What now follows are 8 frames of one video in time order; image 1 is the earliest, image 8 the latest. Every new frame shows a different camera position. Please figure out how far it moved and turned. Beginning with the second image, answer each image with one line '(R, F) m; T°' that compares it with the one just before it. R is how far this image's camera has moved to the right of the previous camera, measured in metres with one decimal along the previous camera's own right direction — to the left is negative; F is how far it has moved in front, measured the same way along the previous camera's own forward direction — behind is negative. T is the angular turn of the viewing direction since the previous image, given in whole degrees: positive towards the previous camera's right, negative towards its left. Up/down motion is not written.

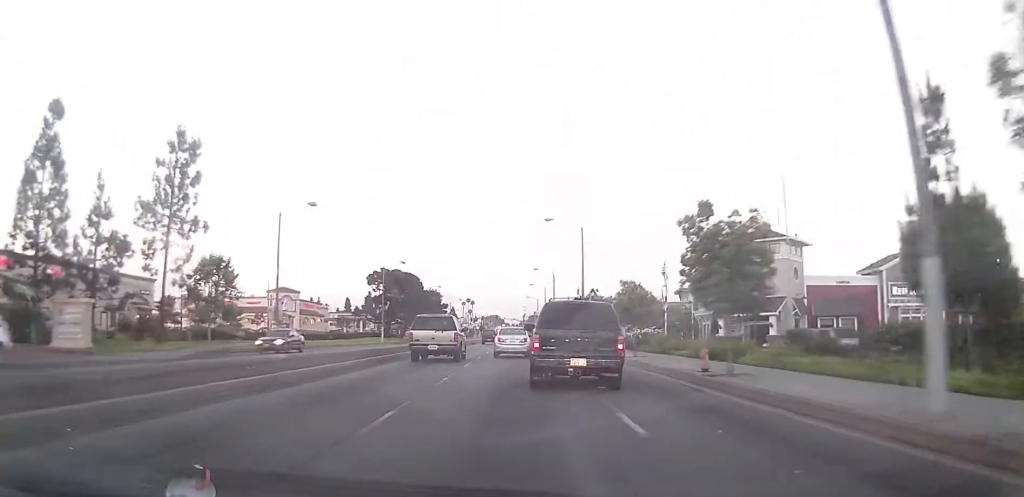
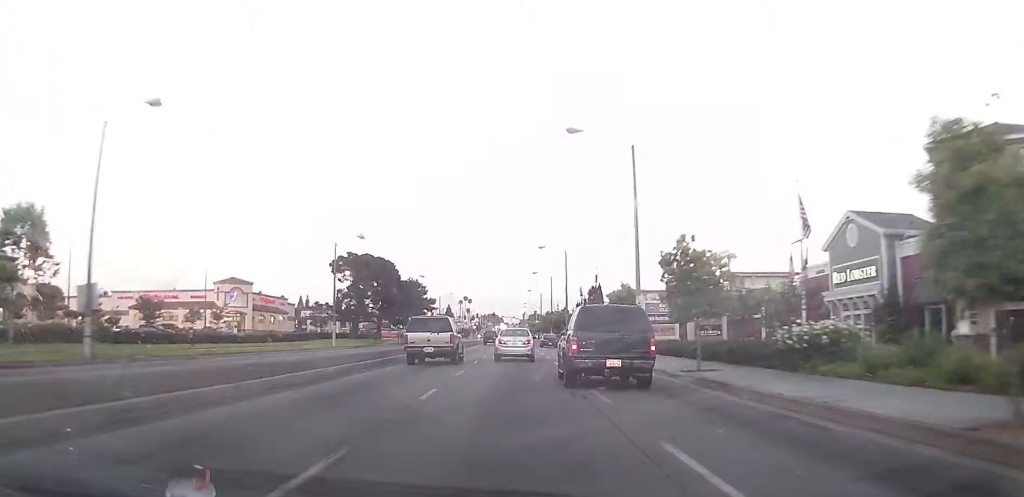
(0.0, +26.1) m; 0°
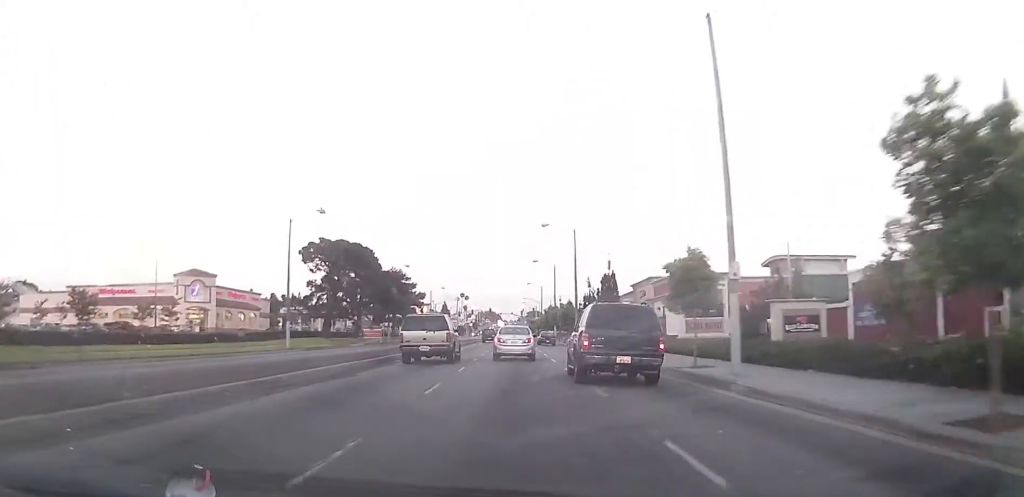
(0.0, +14.4) m; 0°
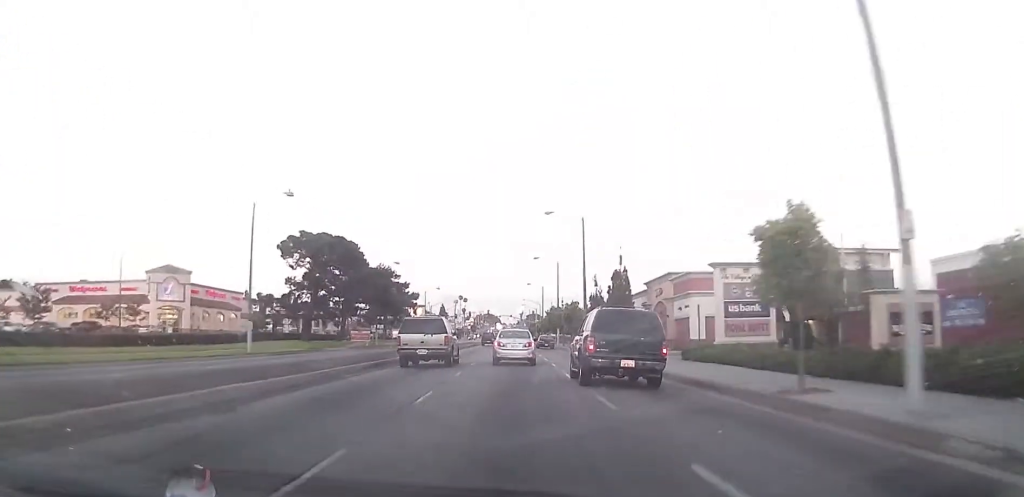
(0.0, +8.6) m; 0°
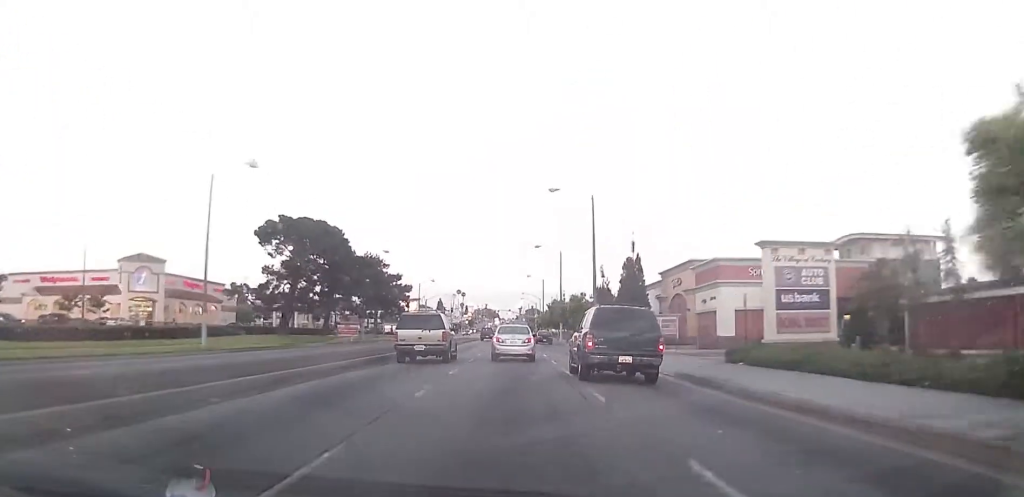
(0.0, +7.6) m; 0°
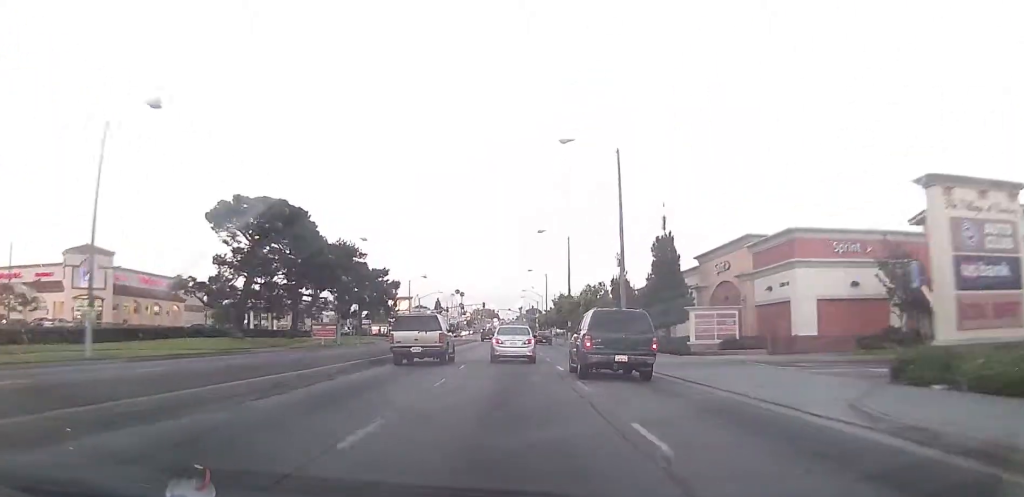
(0.0, +13.0) m; 0°
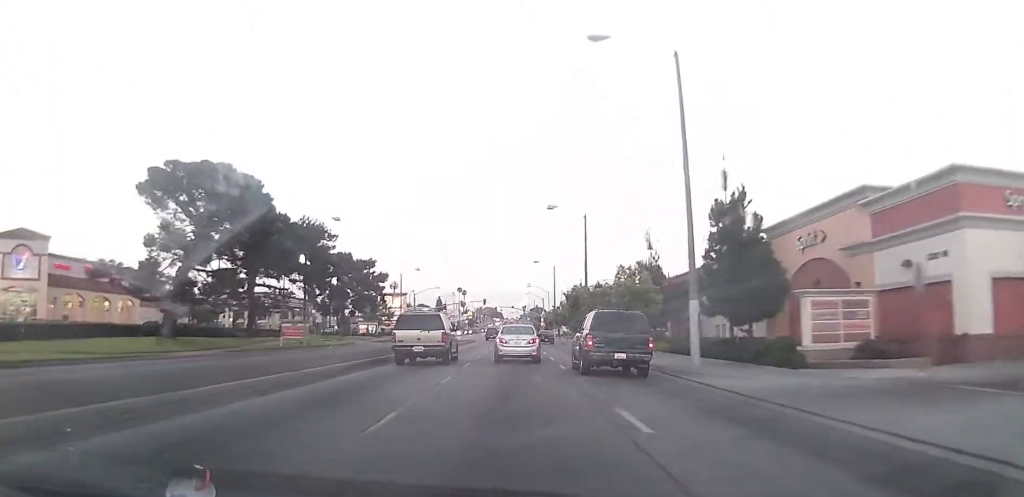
(0.0, +13.6) m; 0°
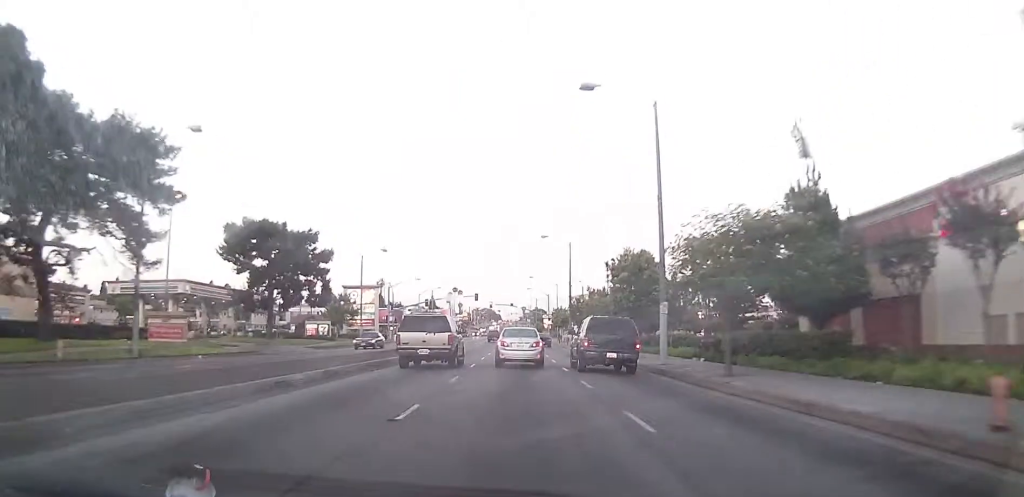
(0.0, +29.3) m; 0°
